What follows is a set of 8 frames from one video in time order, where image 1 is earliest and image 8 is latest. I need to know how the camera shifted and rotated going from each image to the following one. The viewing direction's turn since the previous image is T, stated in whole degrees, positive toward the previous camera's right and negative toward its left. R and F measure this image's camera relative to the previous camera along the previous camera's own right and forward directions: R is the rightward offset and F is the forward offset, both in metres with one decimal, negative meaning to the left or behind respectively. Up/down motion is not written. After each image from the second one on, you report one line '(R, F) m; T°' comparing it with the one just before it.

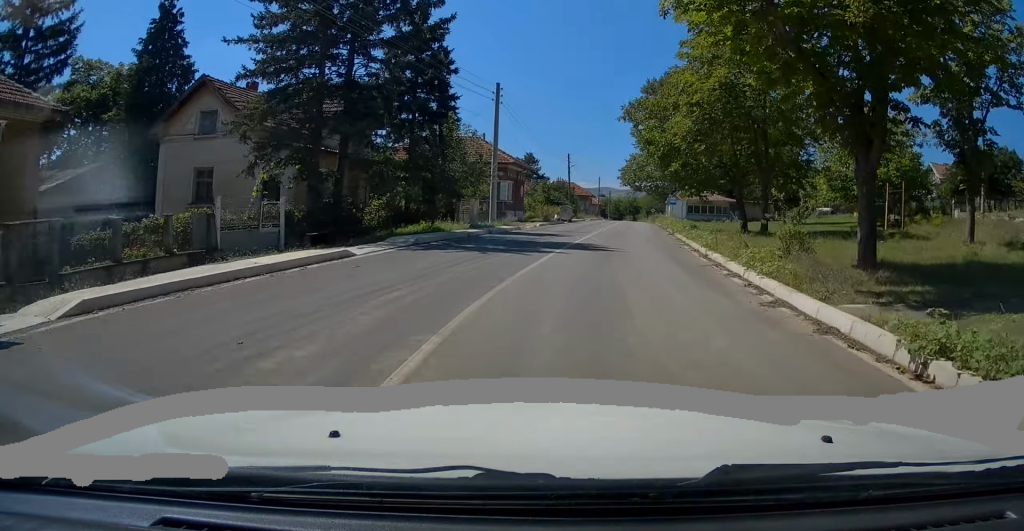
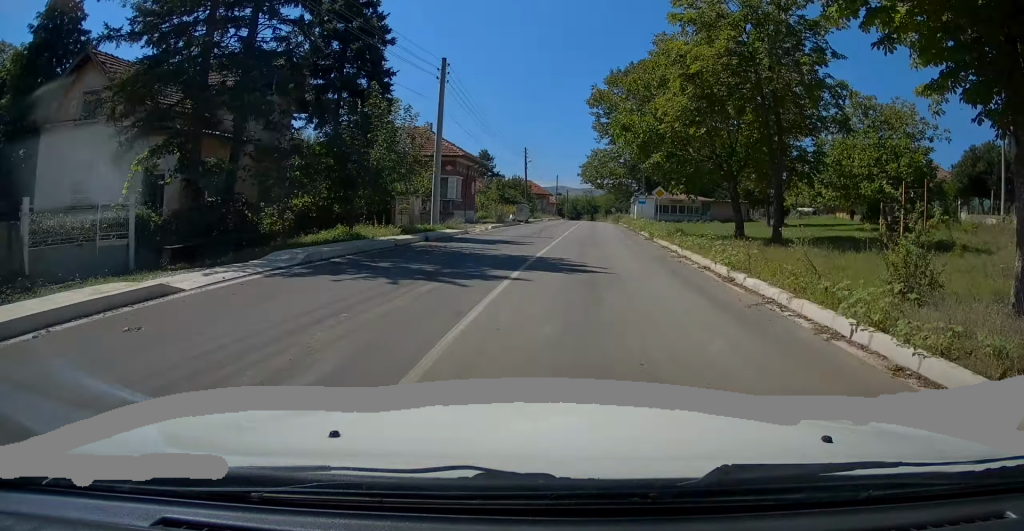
(+0.2, +5.5) m; +3°
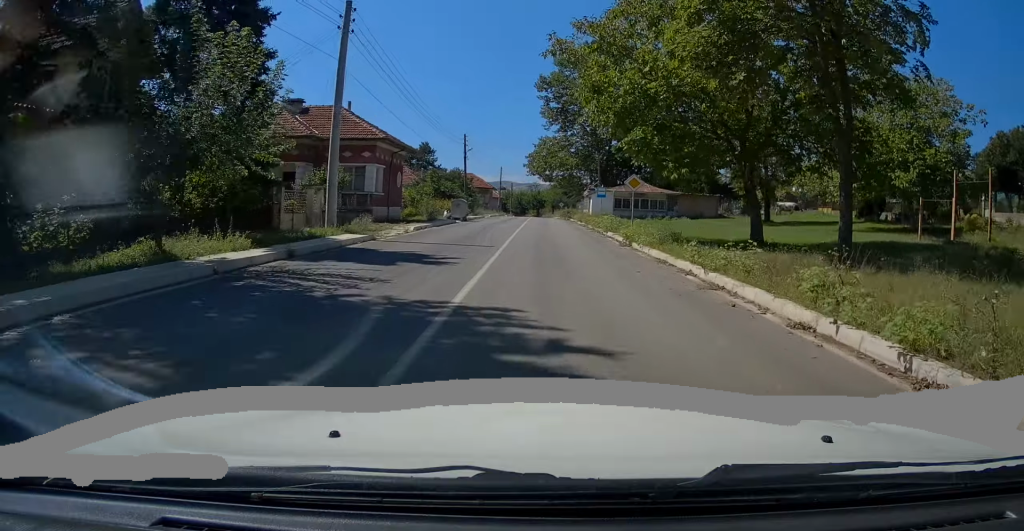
(+0.2, +7.4) m; +4°
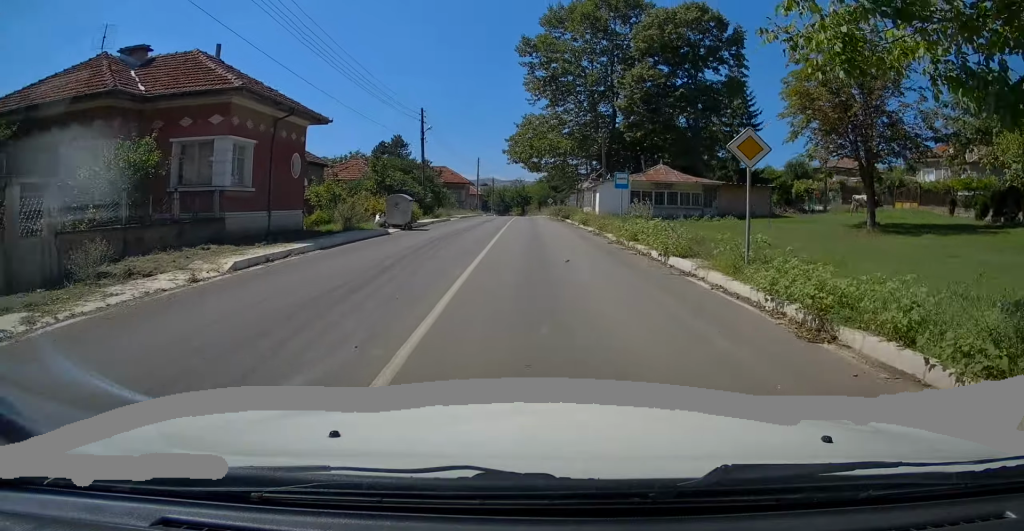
(+0.8, +14.1) m; +5°
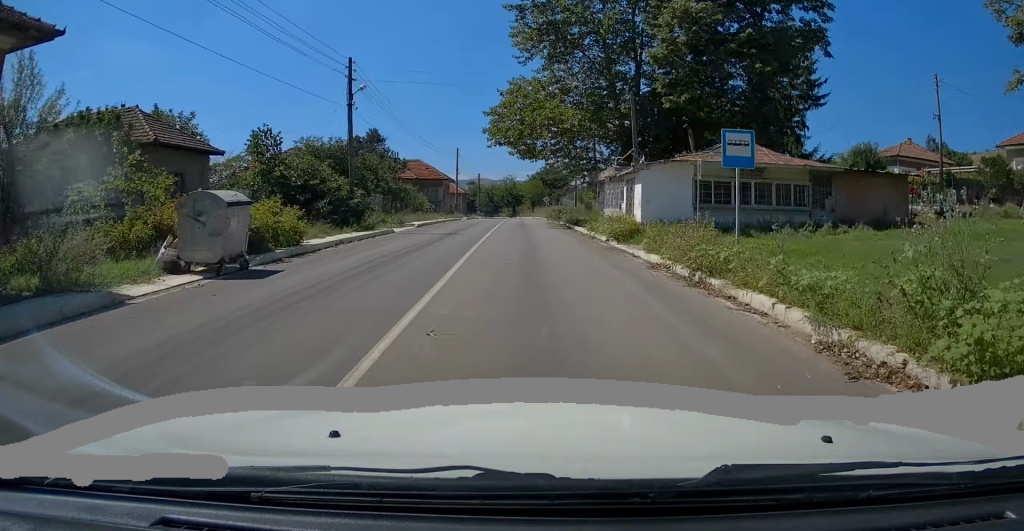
(+0.2, +14.9) m; -1°
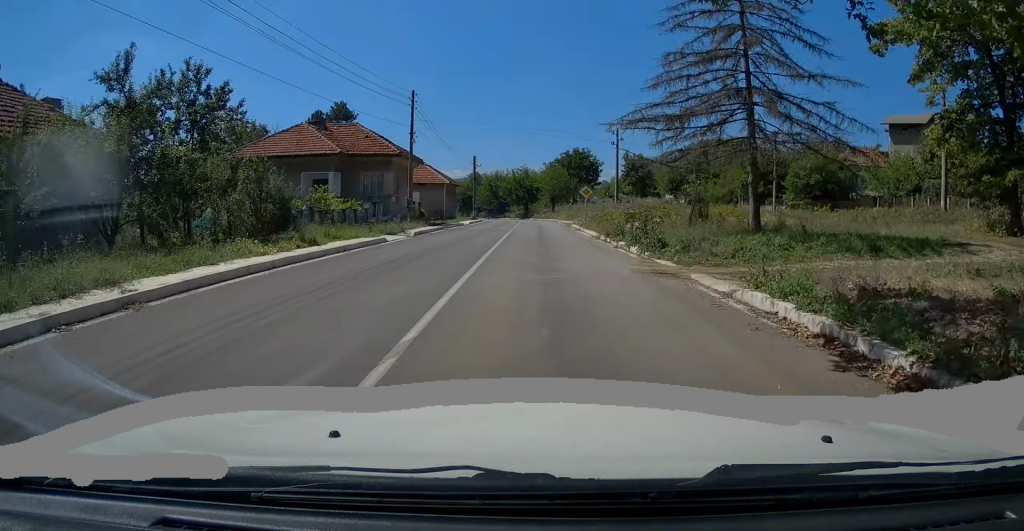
(-0.6, +32.2) m; -1°
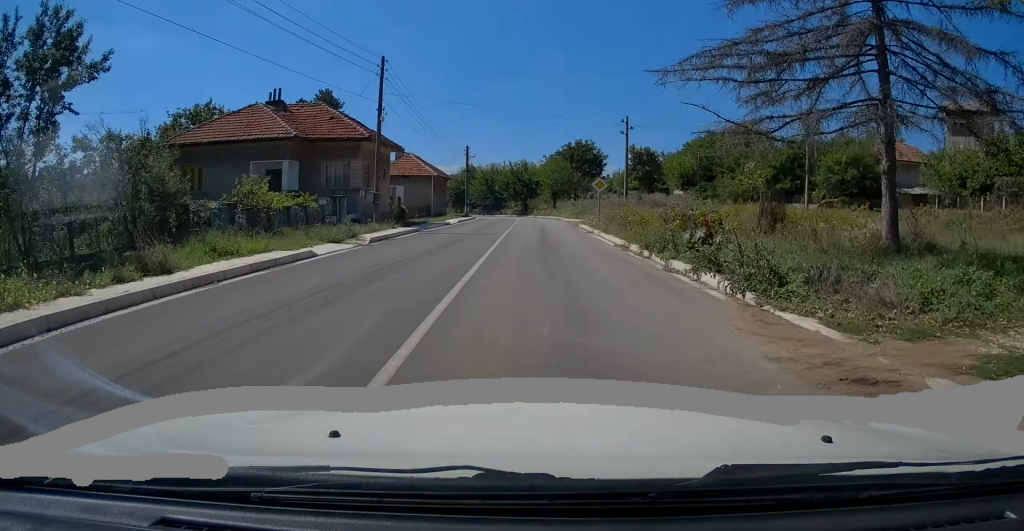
(0.0, +7.1) m; 0°
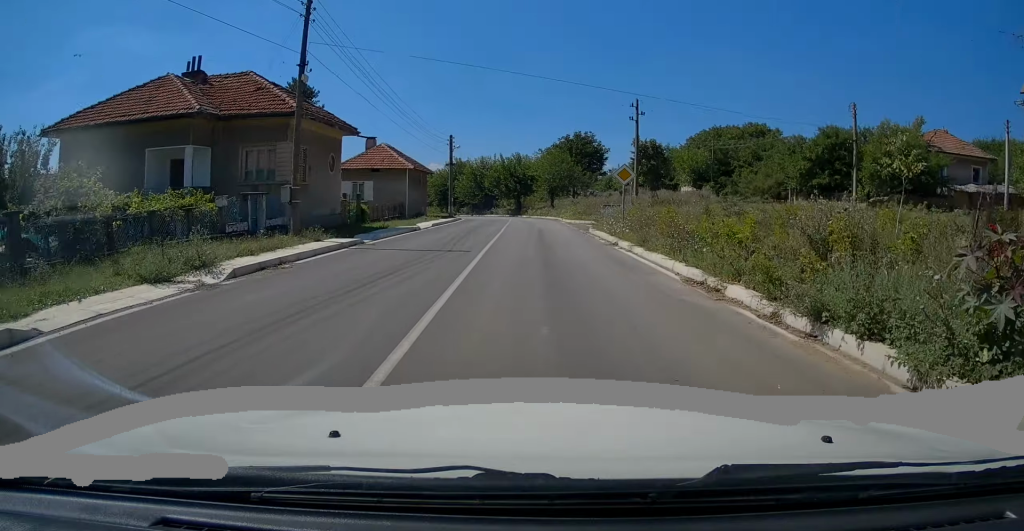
(0.0, +8.7) m; 0°
